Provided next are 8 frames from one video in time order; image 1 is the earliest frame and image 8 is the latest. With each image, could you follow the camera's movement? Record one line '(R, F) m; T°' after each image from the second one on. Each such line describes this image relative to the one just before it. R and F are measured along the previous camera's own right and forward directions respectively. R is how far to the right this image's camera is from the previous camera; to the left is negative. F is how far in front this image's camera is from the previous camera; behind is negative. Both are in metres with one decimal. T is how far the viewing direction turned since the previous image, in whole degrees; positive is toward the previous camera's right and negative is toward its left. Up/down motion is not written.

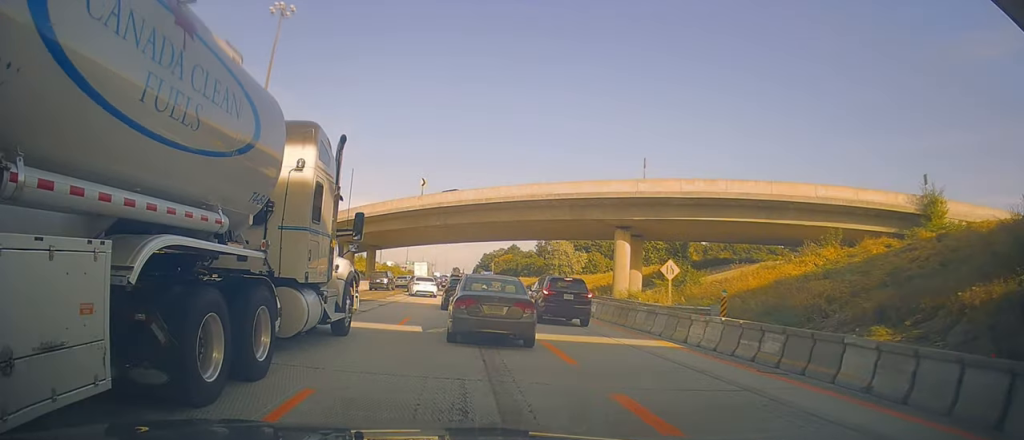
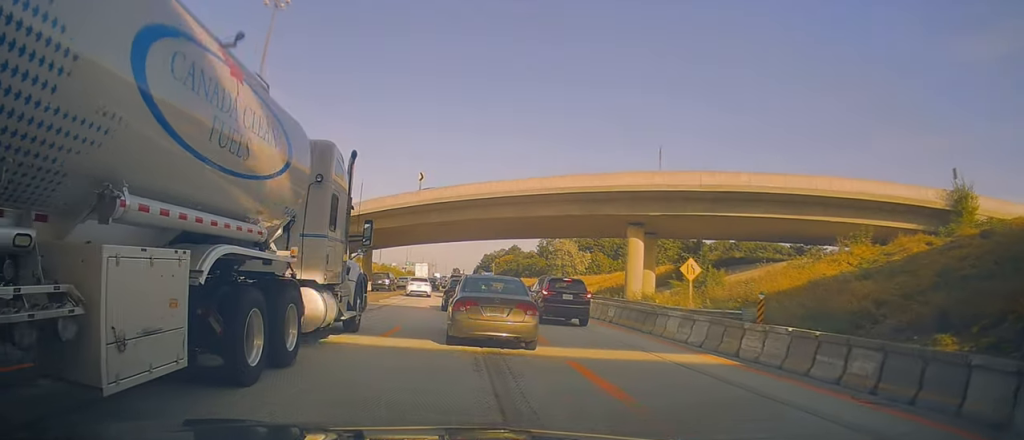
(-0.1, +3.0) m; -2°
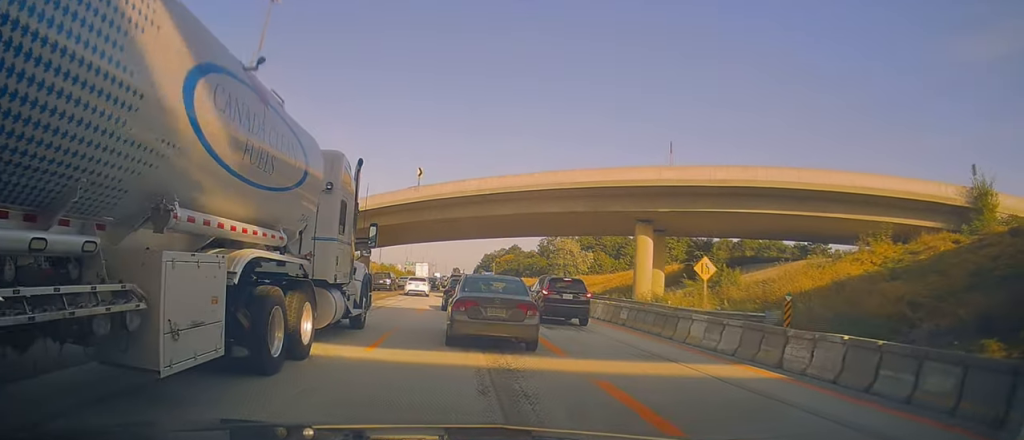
(0.0, +1.9) m; -1°
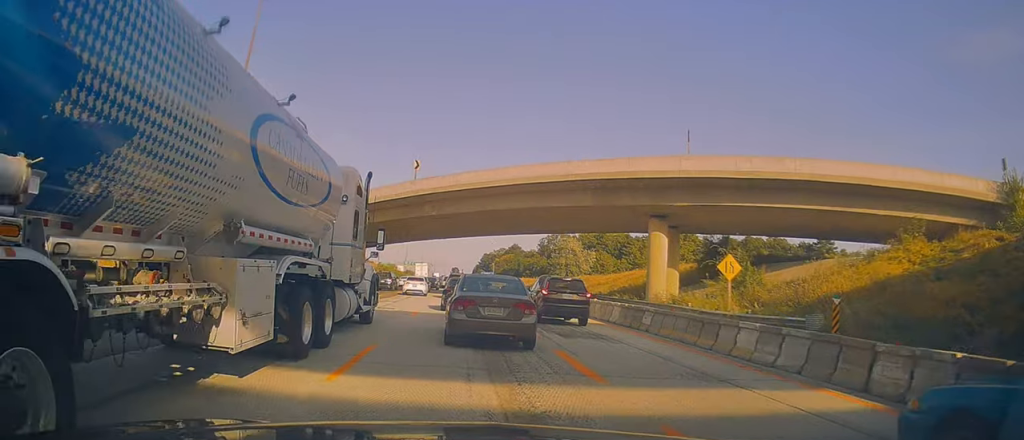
(-0.1, +3.2) m; 0°
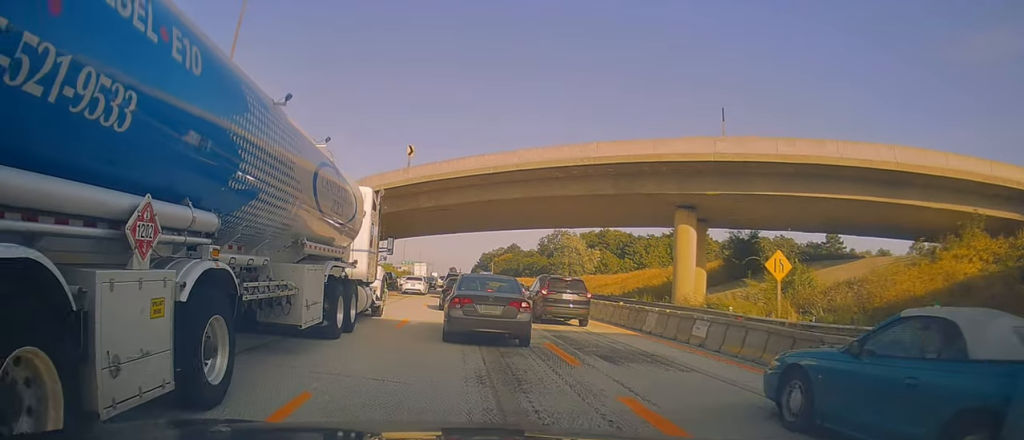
(+0.1, +5.4) m; +1°
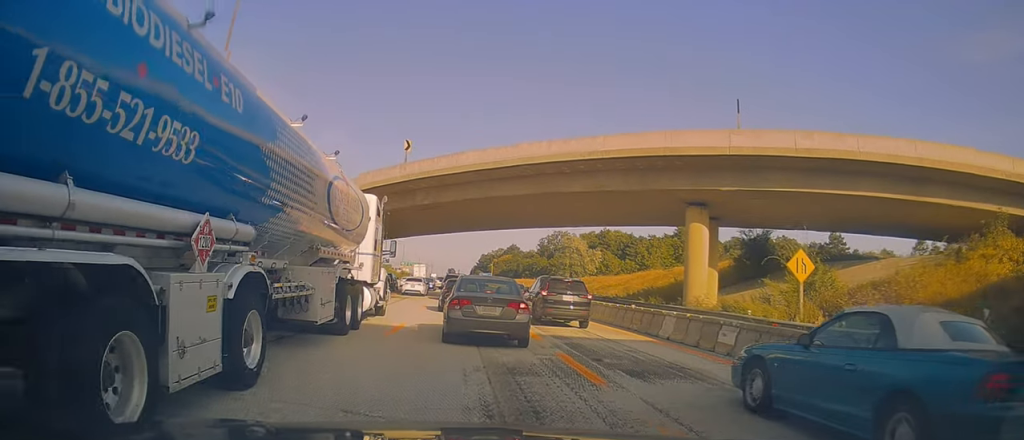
(0.0, +2.0) m; 0°
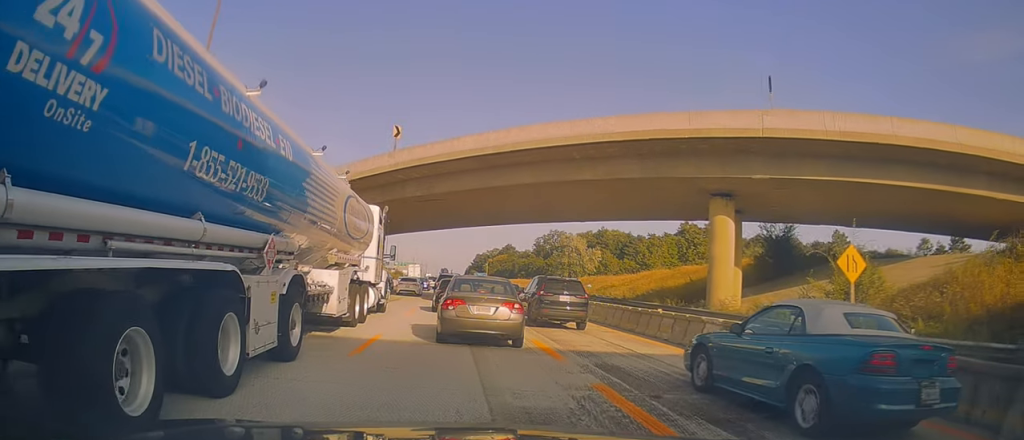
(-0.1, +4.1) m; 0°
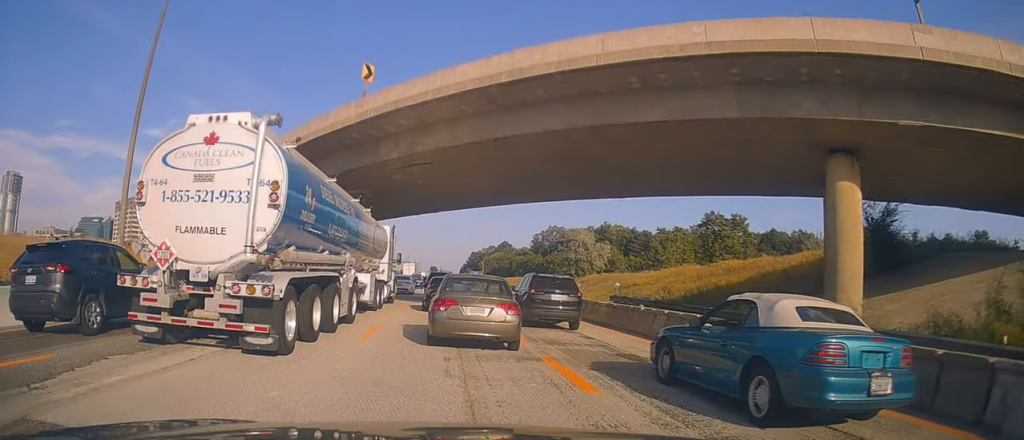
(+0.7, +11.6) m; +7°
